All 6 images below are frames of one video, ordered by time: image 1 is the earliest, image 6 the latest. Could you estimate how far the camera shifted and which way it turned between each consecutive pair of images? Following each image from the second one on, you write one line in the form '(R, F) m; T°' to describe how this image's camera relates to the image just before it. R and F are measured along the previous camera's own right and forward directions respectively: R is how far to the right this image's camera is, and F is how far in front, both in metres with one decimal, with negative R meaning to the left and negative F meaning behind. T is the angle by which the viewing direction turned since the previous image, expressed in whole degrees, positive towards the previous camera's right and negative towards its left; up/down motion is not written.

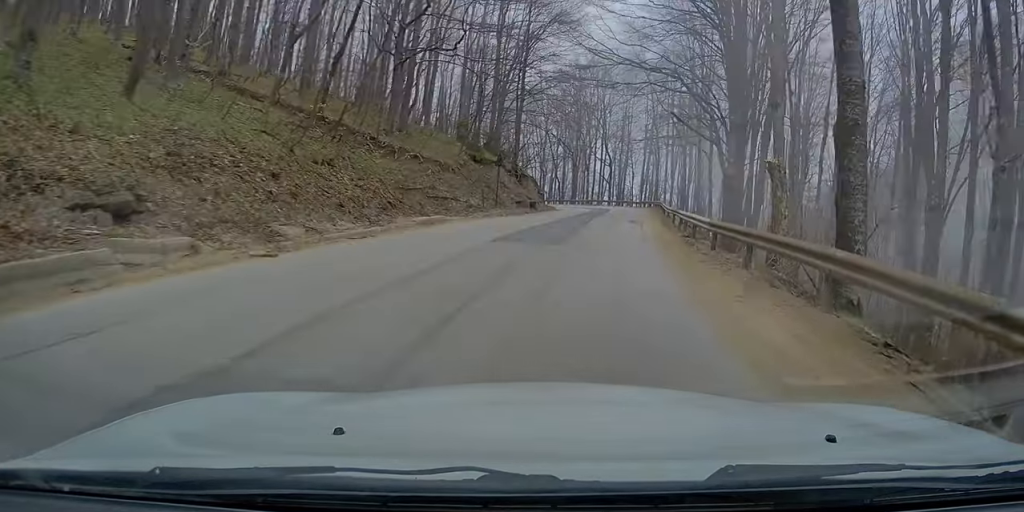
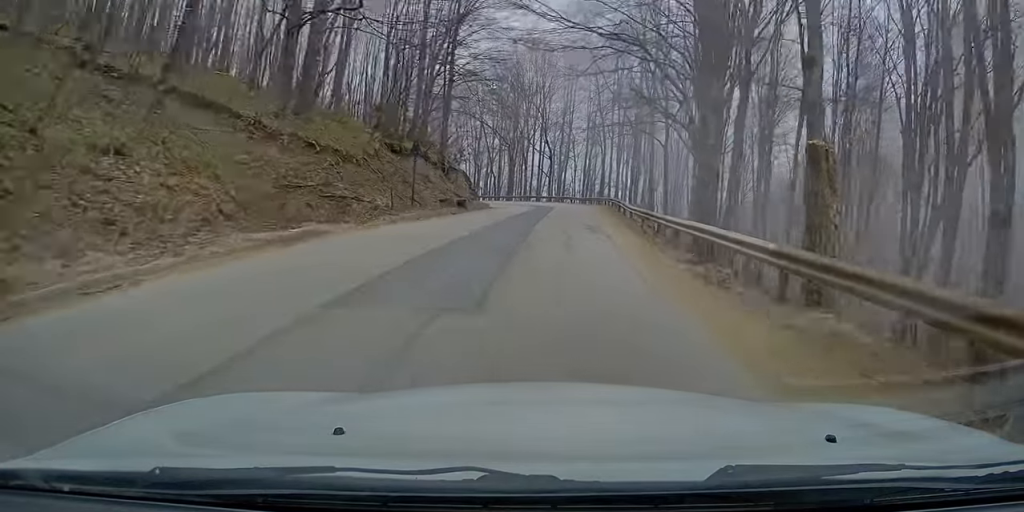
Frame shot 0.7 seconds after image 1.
(+1.7, +6.5) m; +15°
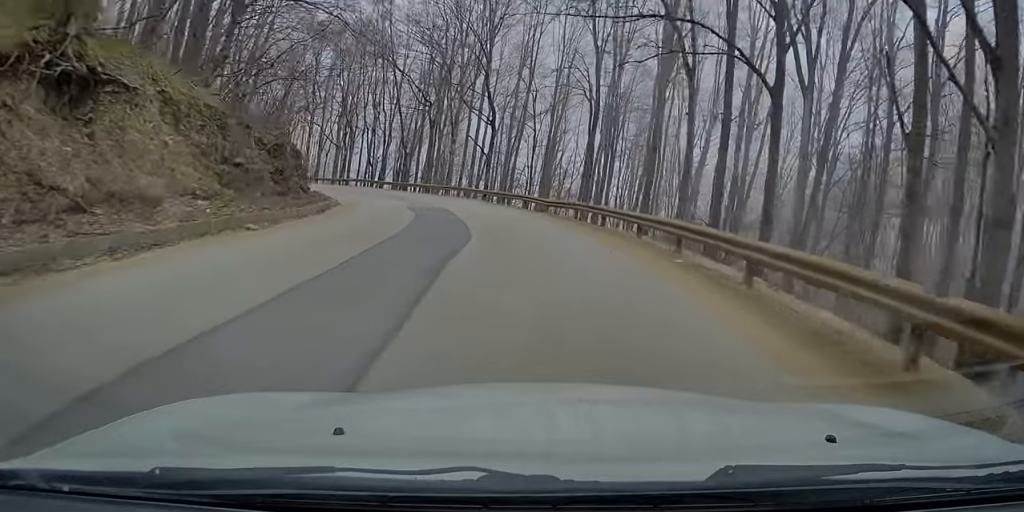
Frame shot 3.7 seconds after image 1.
(+5.3, +30.3) m; +9°
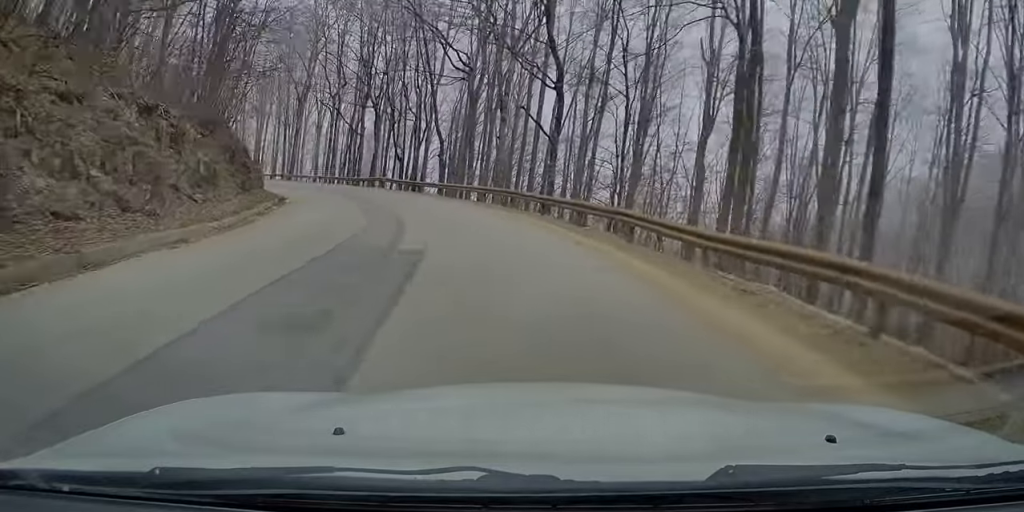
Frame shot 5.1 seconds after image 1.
(-1.0, +16.7) m; -6°
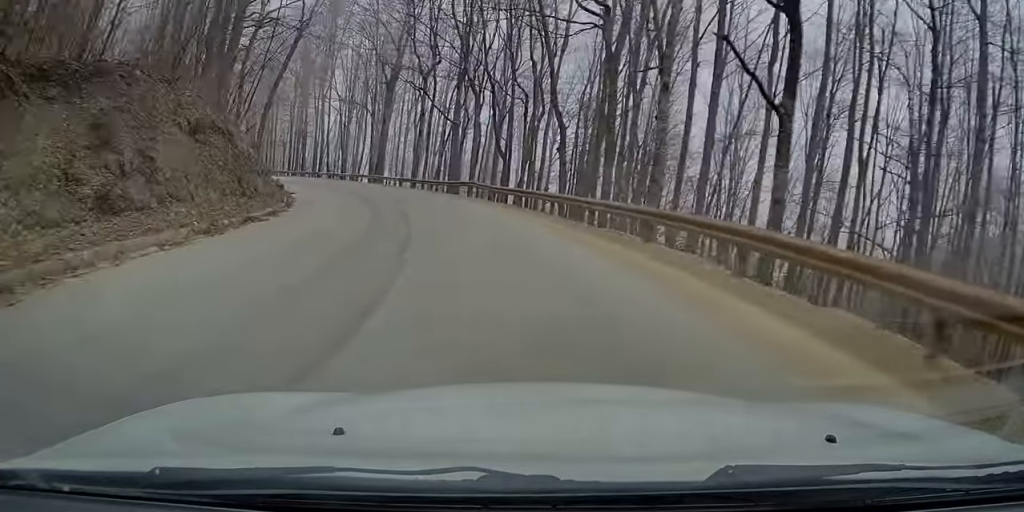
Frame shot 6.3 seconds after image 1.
(-0.6, +15.0) m; -5°
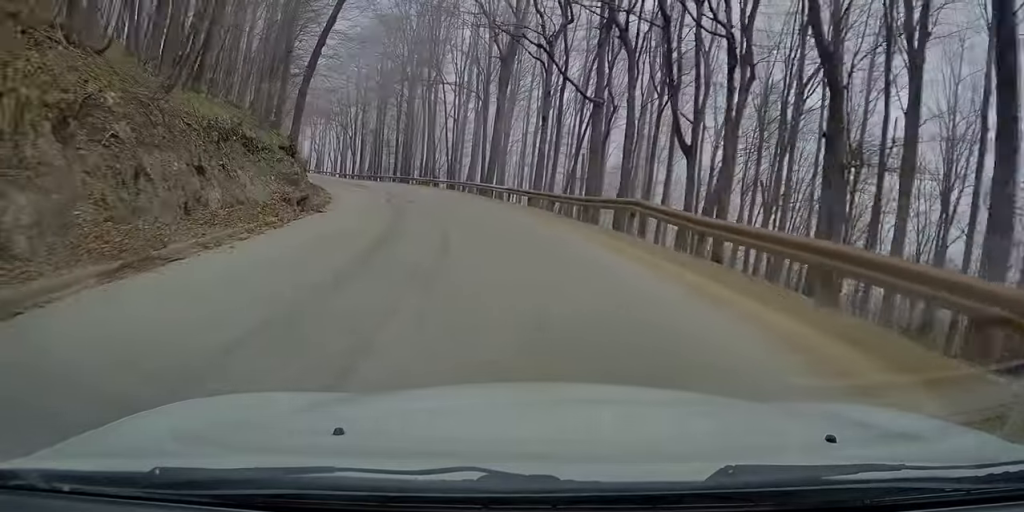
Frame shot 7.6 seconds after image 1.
(-0.8, +15.8) m; -6°
